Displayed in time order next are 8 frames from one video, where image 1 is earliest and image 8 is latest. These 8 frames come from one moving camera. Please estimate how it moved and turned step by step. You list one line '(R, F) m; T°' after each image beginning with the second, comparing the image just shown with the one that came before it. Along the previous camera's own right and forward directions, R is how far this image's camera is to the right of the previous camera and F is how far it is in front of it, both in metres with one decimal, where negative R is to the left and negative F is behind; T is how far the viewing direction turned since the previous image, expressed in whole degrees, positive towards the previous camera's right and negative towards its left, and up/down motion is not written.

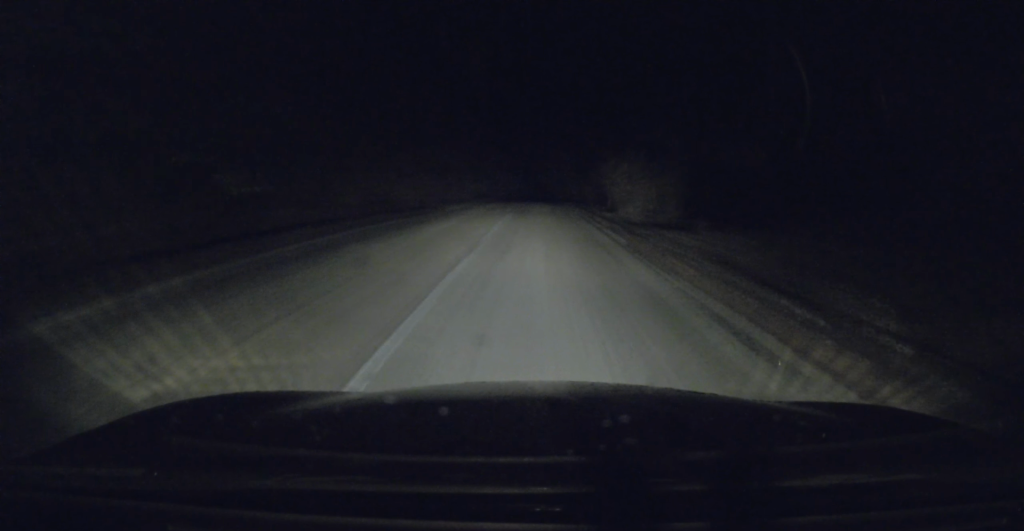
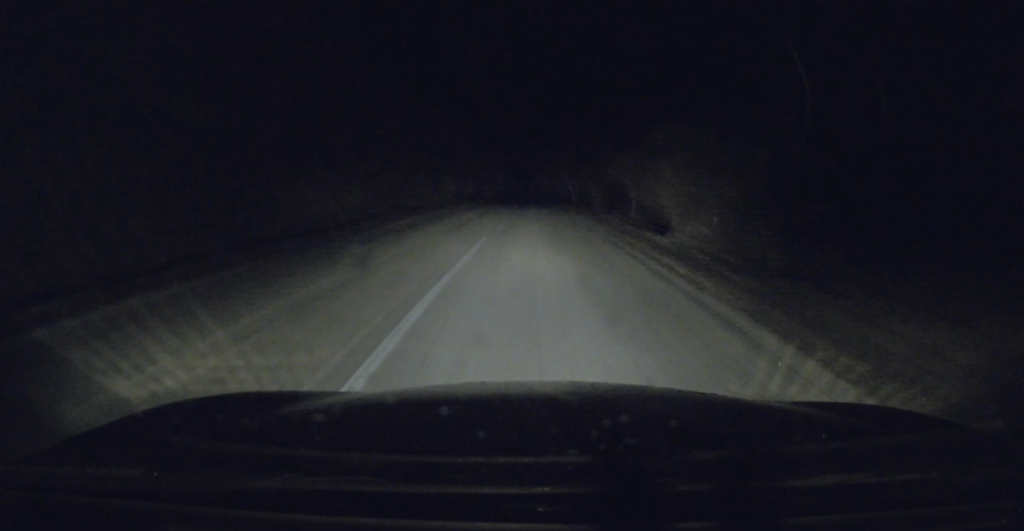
(+0.1, +12.0) m; 0°
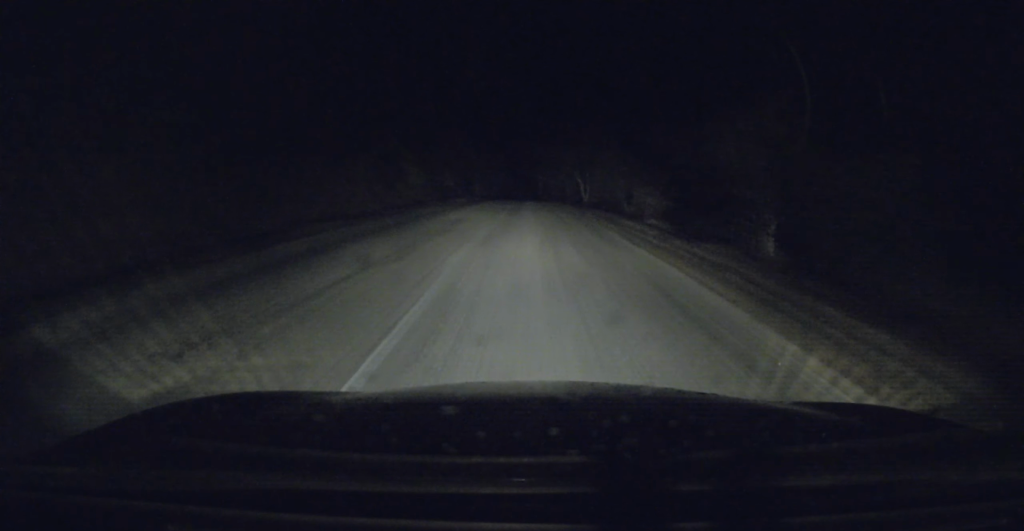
(+0.1, +16.6) m; 0°
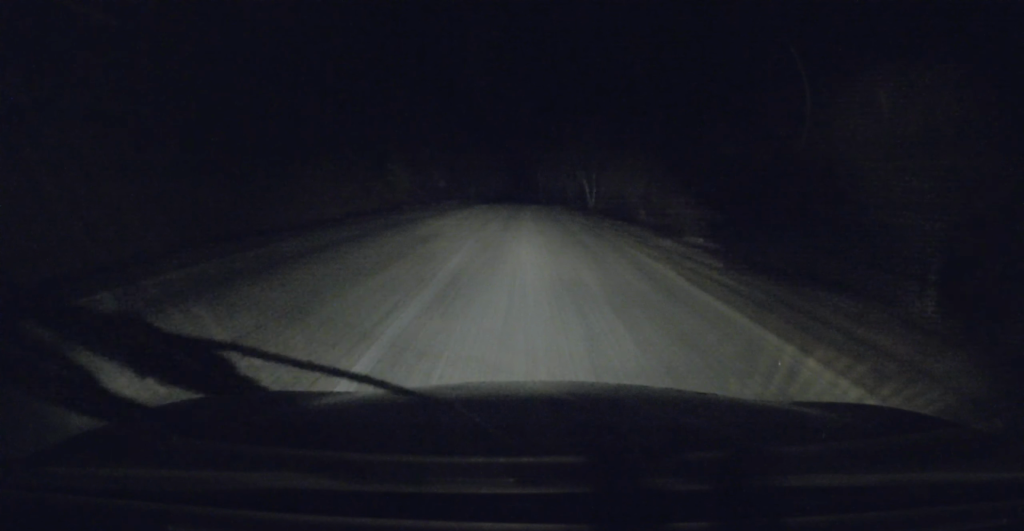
(0.0, +5.3) m; 0°
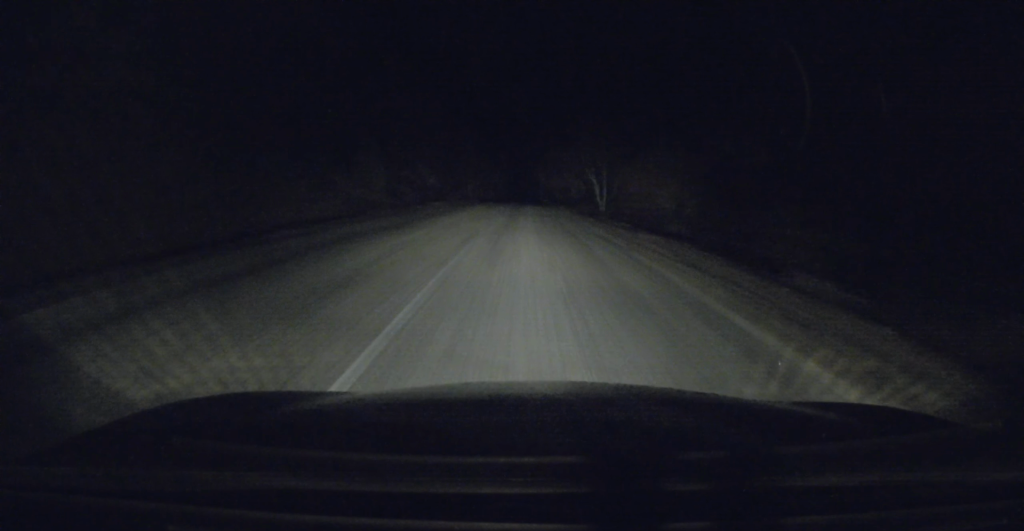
(-0.3, +6.5) m; 0°
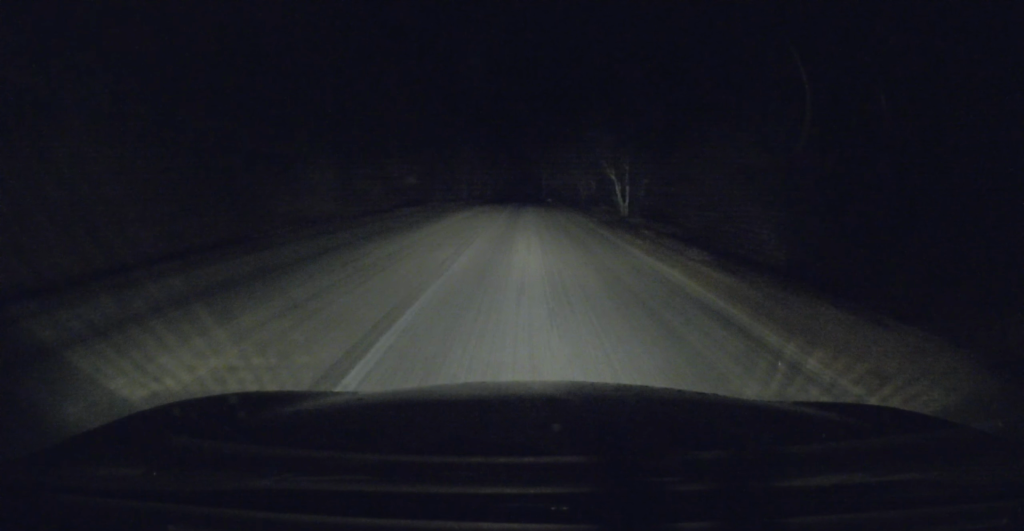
(+0.1, +9.5) m; +1°
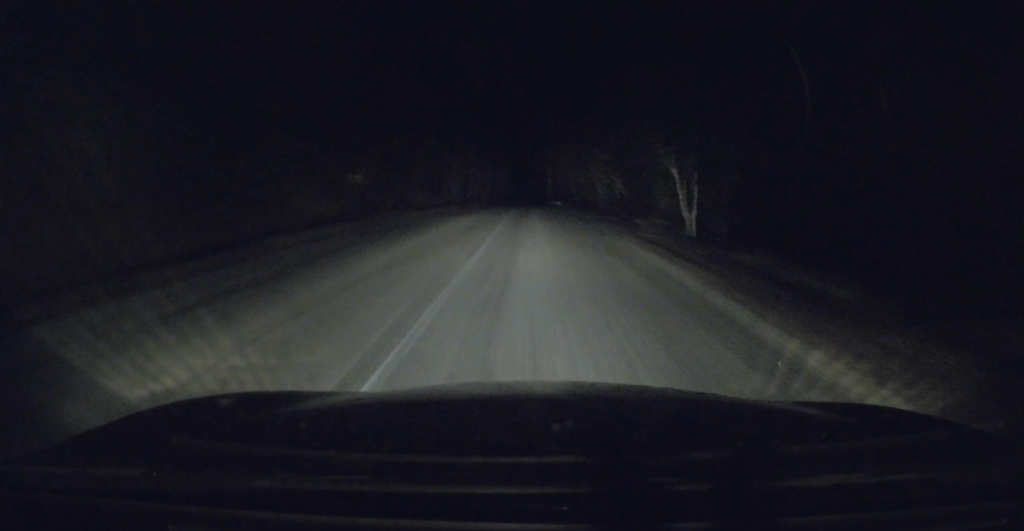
(+0.2, +13.8) m; 0°
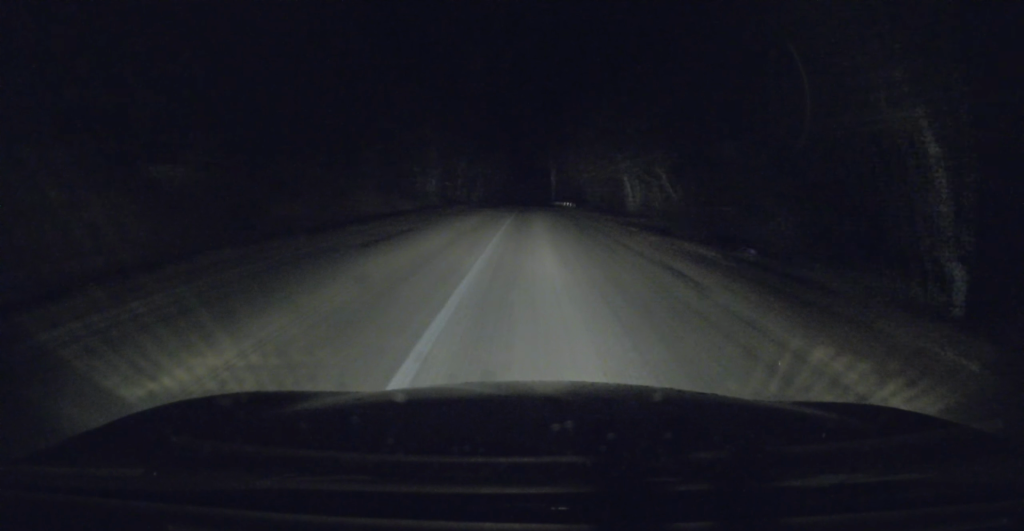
(-0.2, +14.6) m; -1°
